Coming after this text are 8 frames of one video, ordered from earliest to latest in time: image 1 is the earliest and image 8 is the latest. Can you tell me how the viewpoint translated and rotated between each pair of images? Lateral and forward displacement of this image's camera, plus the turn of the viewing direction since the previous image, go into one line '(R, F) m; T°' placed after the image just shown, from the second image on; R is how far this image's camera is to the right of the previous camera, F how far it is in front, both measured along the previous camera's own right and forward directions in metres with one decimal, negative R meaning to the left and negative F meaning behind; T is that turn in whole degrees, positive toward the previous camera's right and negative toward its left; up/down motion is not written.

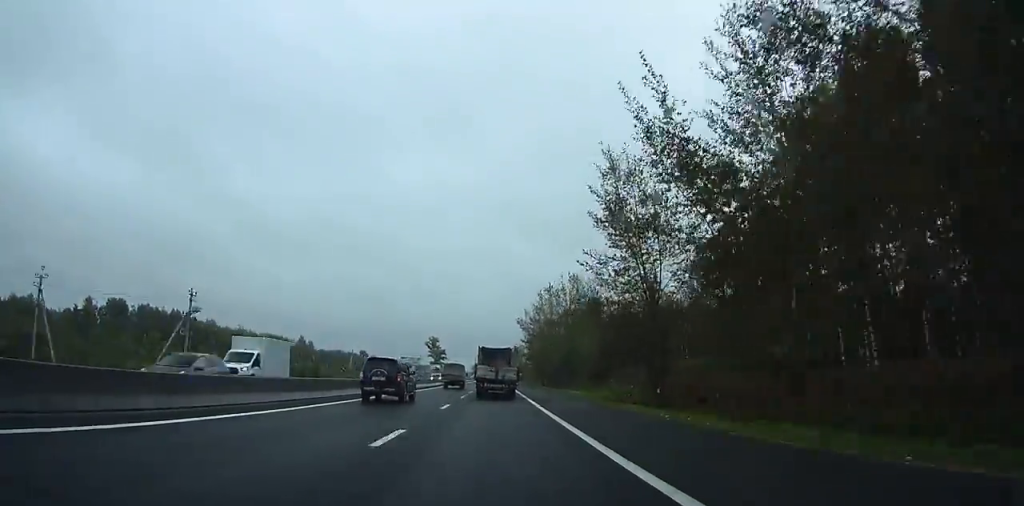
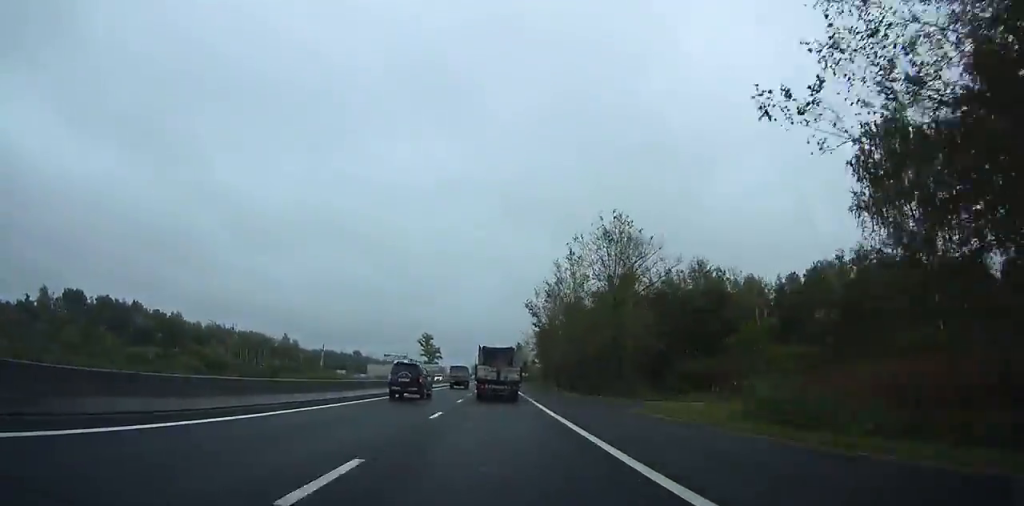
(0.0, +28.4) m; 0°
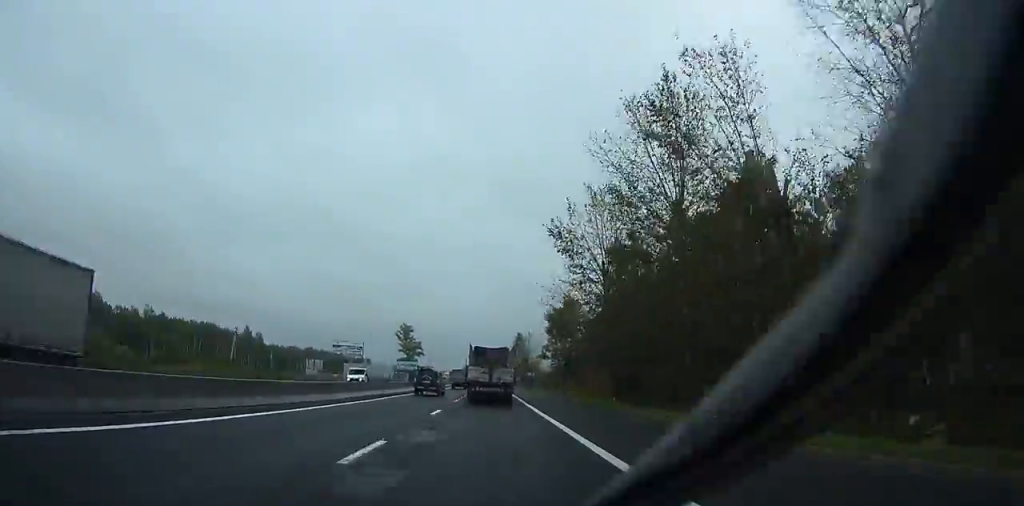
(0.0, +45.5) m; +1°
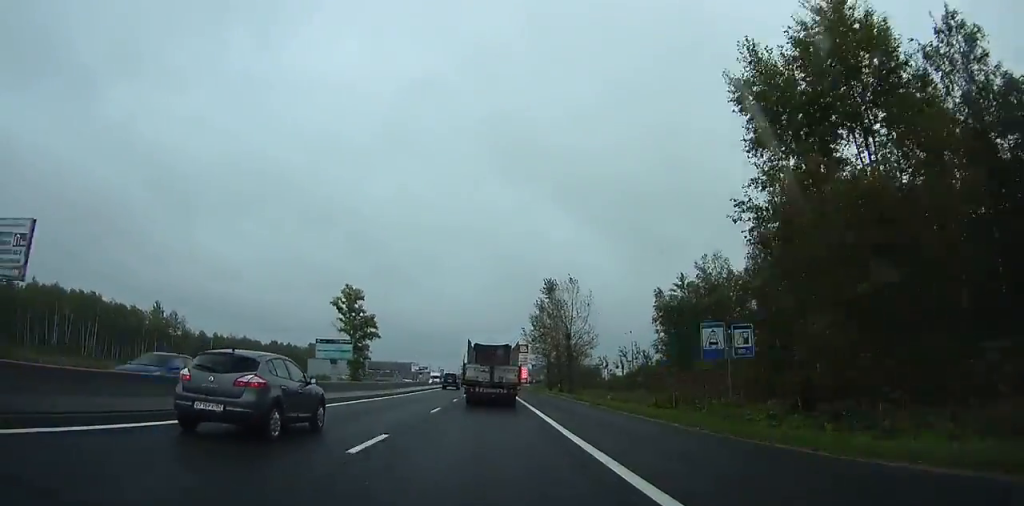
(-0.7, +82.1) m; -1°
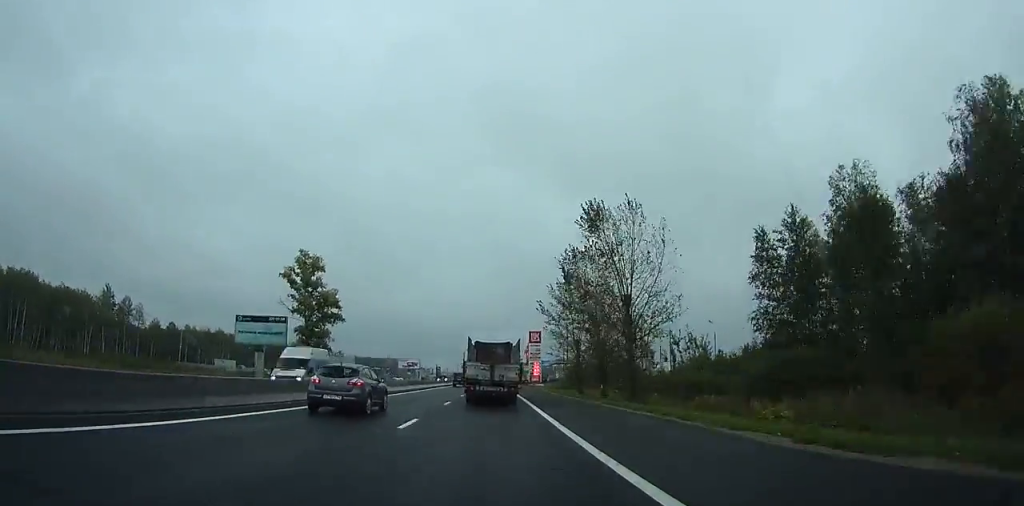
(+0.4, +29.6) m; +1°
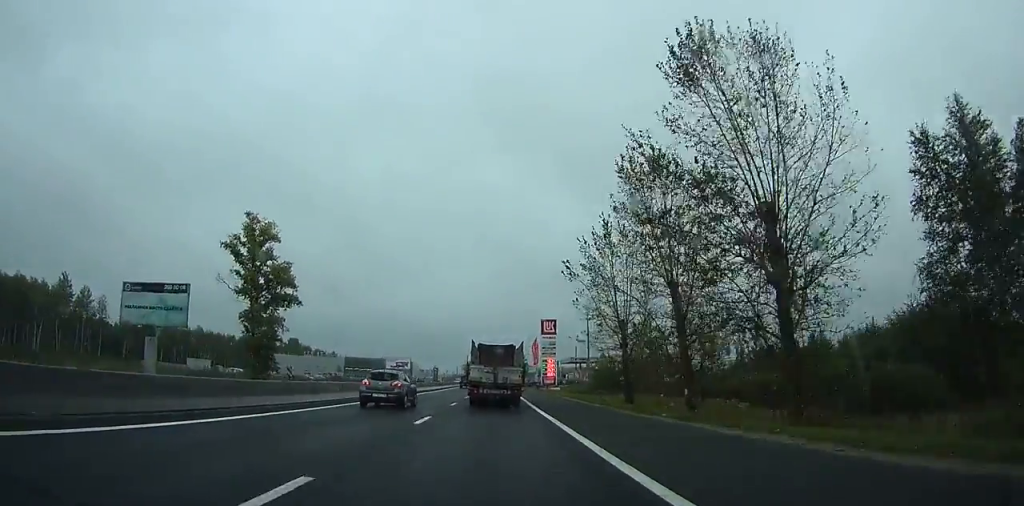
(0.0, +20.0) m; 0°
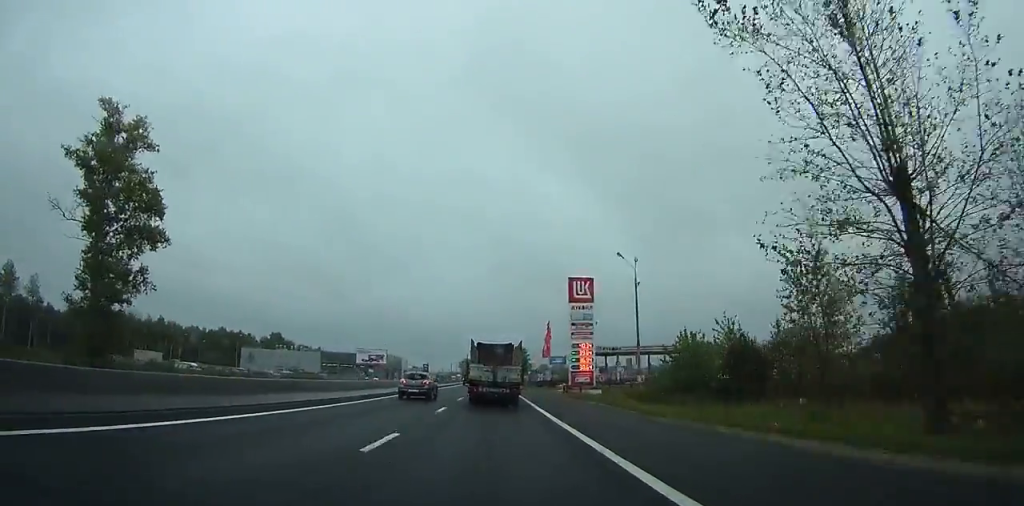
(0.0, +26.5) m; 0°
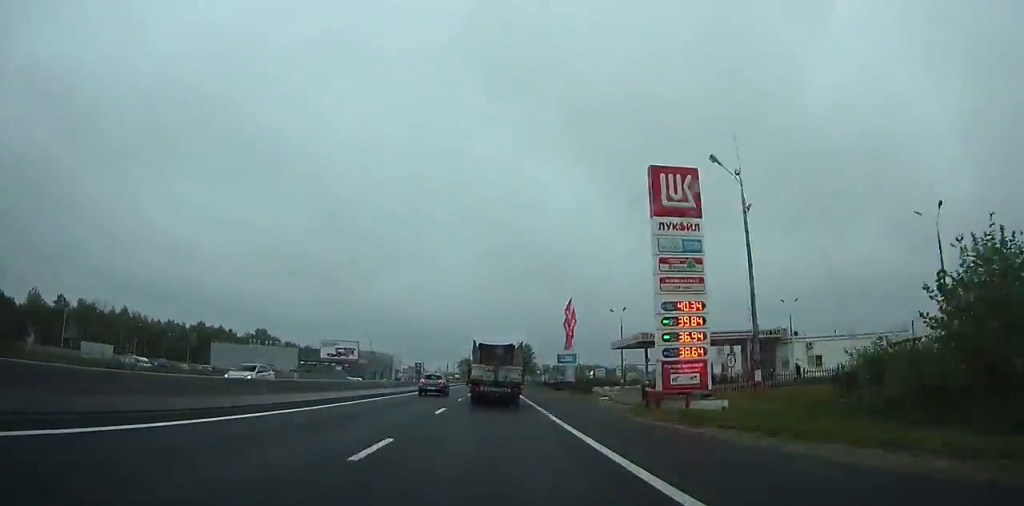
(0.0, +21.1) m; 0°
